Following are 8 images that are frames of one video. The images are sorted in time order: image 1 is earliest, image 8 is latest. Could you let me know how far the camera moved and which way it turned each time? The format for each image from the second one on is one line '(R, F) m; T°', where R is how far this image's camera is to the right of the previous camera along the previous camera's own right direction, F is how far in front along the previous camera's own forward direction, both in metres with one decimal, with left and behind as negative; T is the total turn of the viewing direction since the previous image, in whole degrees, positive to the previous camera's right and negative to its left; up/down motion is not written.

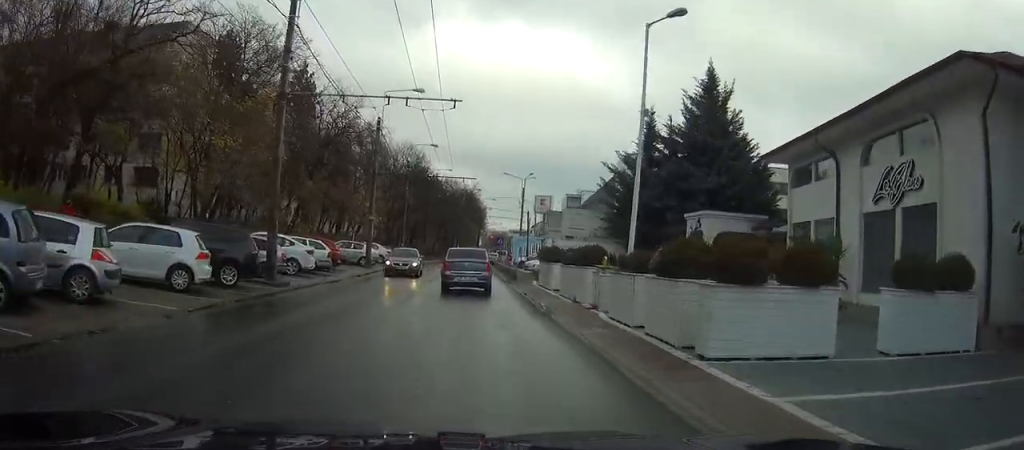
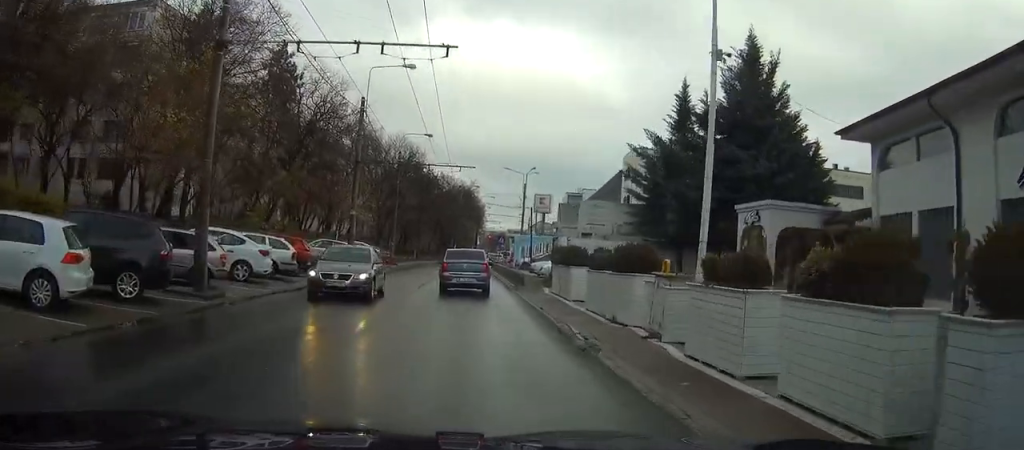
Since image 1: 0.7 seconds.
(0.0, +6.2) m; +4°
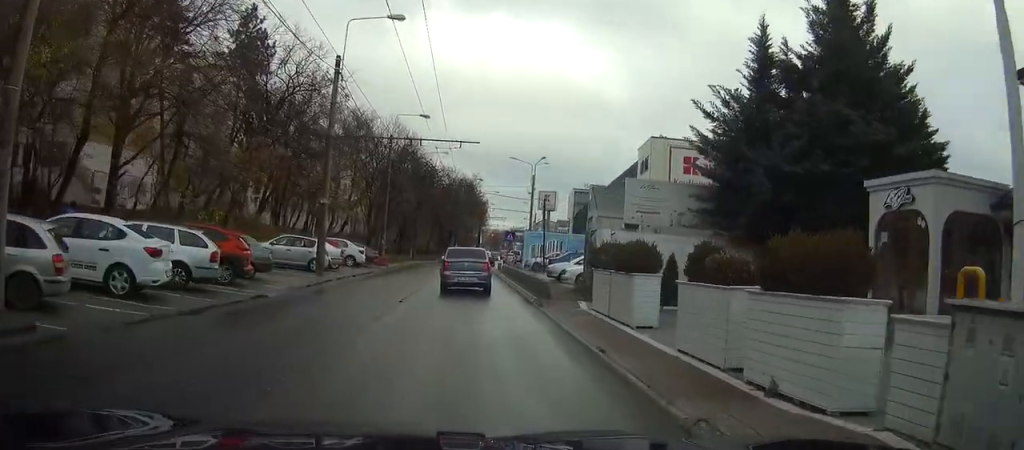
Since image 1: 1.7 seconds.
(+0.5, +8.3) m; +4°
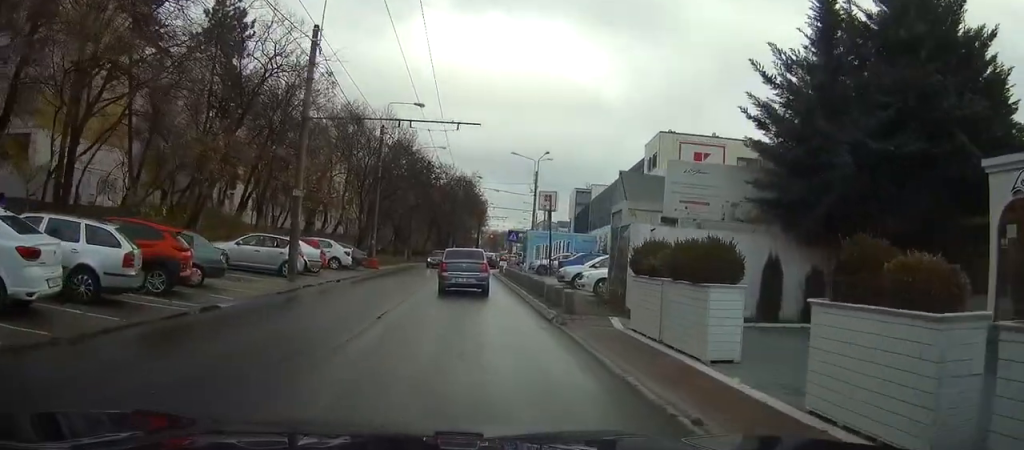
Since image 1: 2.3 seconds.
(+0.1, +4.5) m; +1°
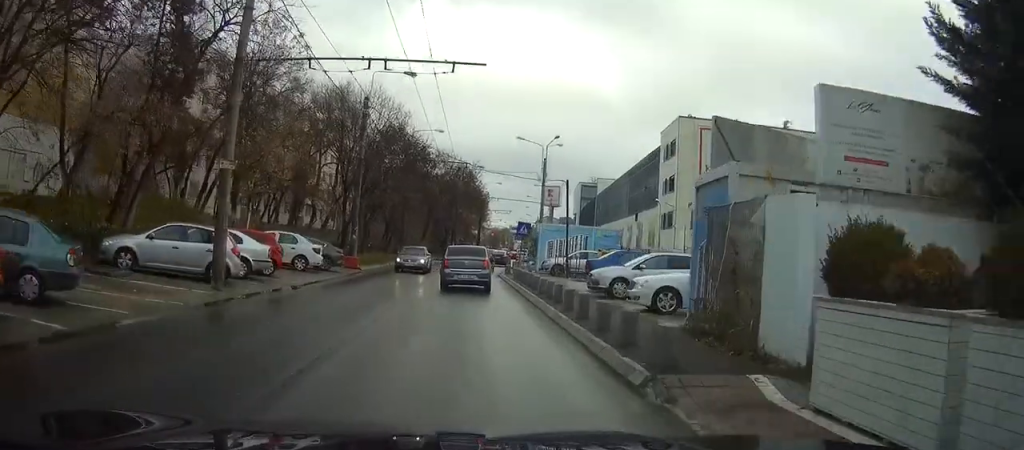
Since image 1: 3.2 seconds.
(-0.2, +7.7) m; -2°
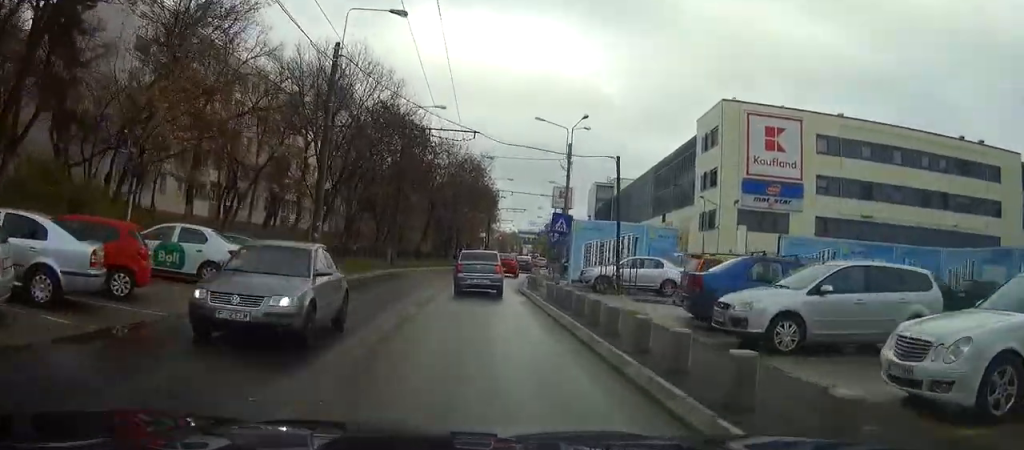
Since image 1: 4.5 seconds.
(-0.2, +11.5) m; -1°
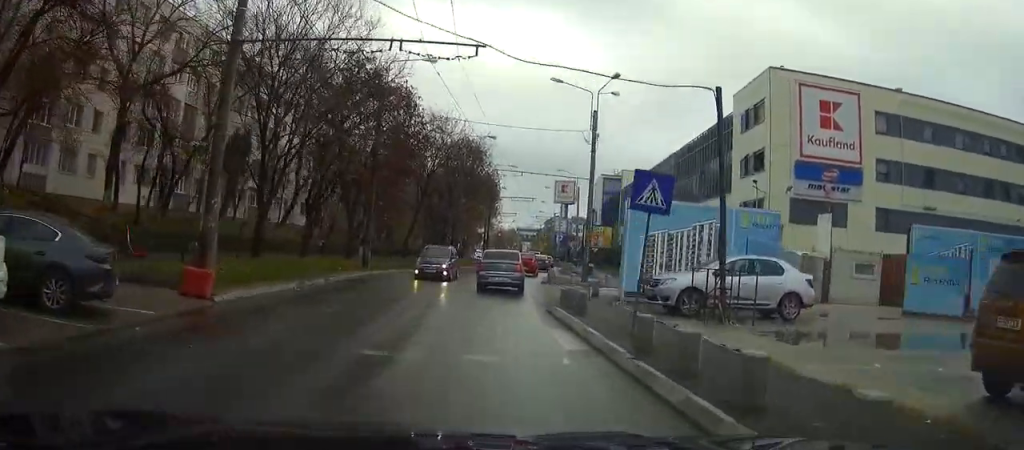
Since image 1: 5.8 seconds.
(0.0, +11.8) m; +1°
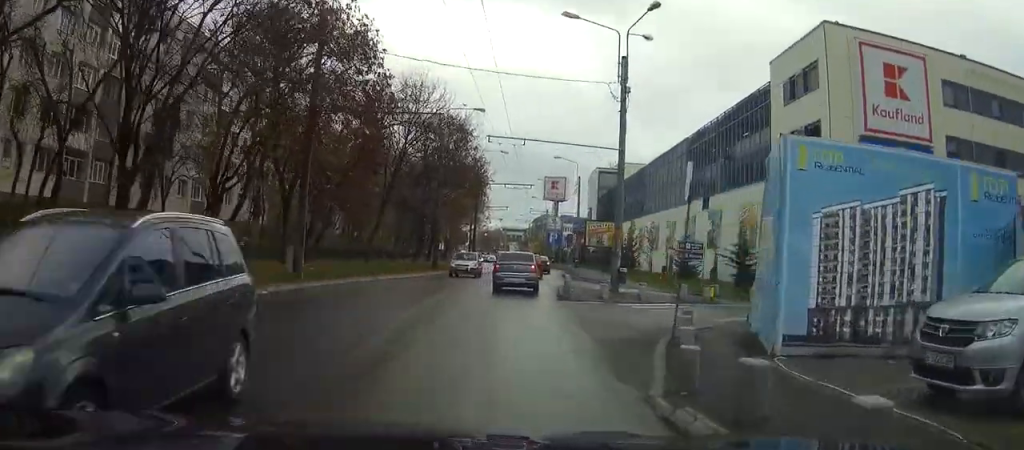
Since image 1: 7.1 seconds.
(+0.3, +12.2) m; +1°
